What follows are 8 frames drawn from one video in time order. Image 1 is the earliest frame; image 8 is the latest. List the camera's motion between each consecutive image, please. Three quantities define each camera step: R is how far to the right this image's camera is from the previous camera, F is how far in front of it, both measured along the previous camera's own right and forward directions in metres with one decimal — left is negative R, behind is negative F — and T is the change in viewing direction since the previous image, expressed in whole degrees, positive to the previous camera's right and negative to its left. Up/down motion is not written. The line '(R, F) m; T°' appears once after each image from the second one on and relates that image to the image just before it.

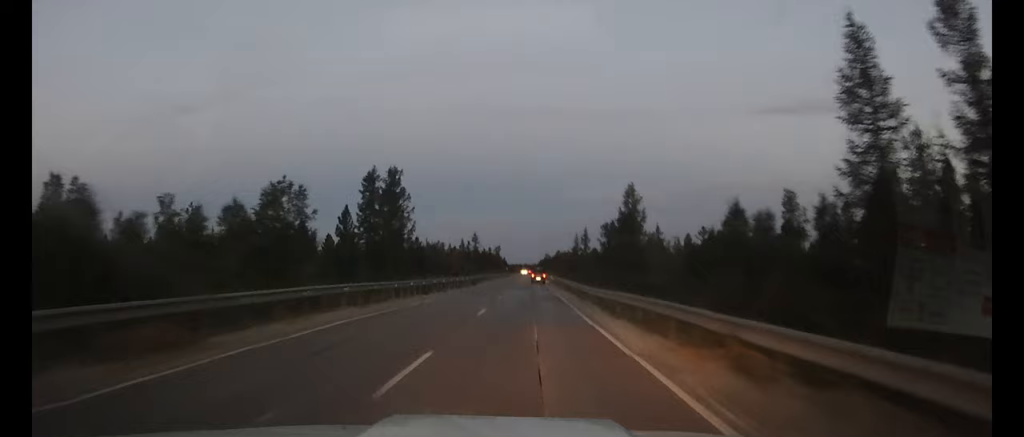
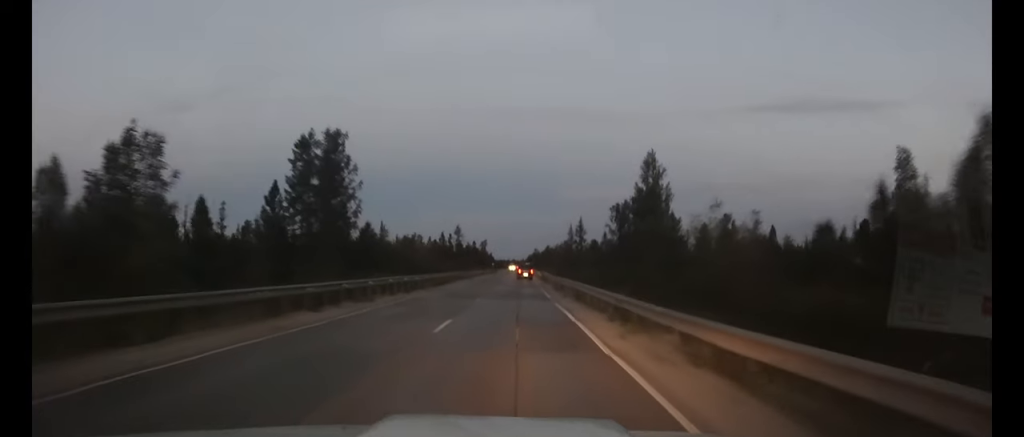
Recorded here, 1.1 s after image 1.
(0.0, +18.3) m; 0°
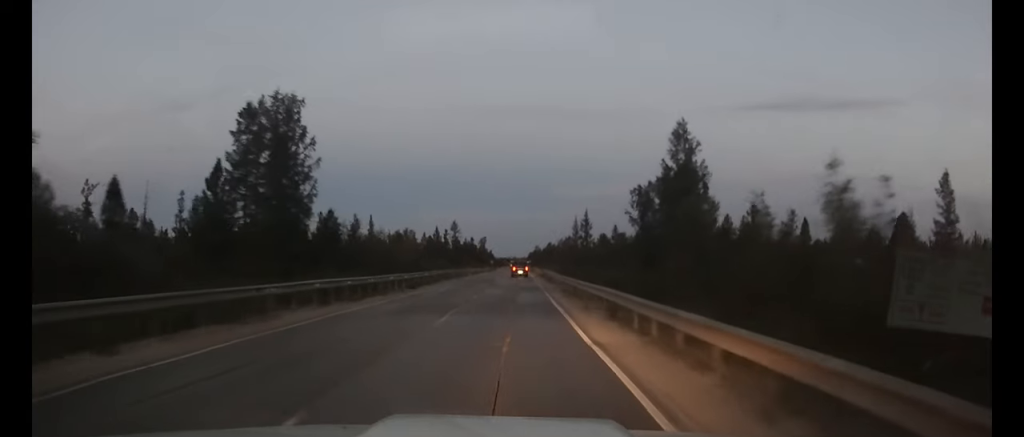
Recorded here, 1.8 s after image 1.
(+0.1, +11.6) m; 0°
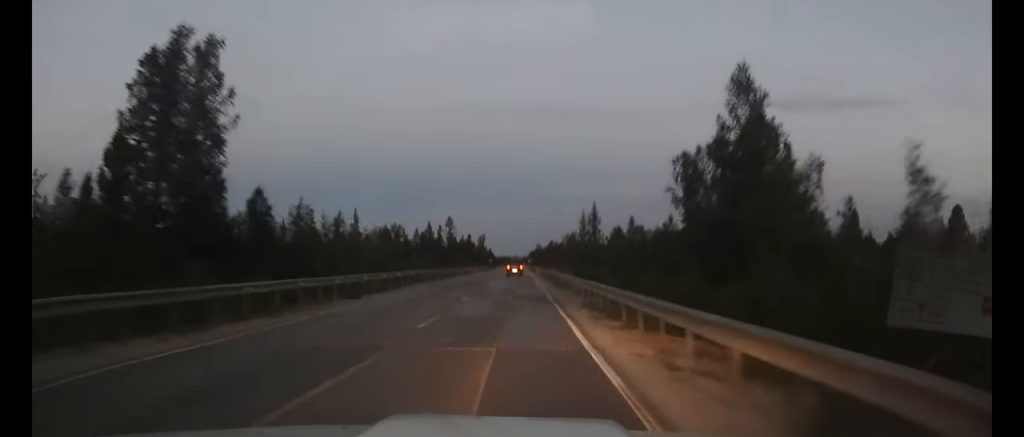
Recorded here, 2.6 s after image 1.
(0.0, +13.8) m; 0°
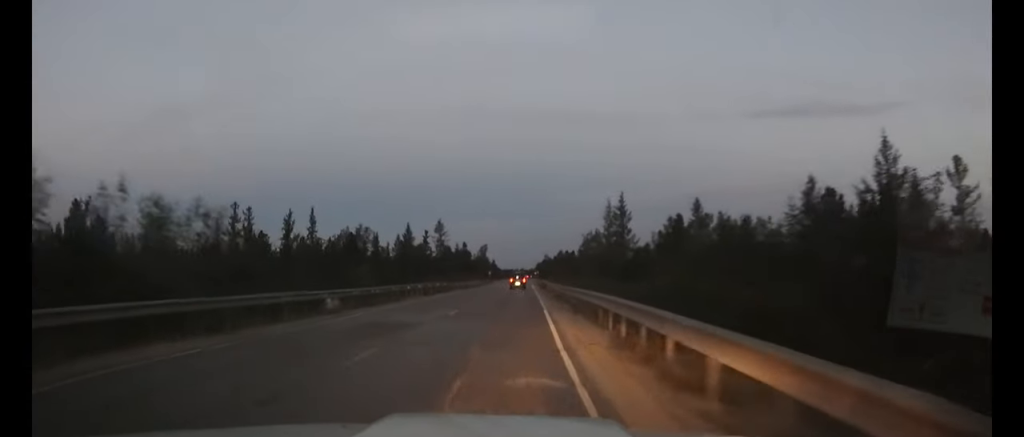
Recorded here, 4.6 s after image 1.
(+0.2, +29.7) m; 0°
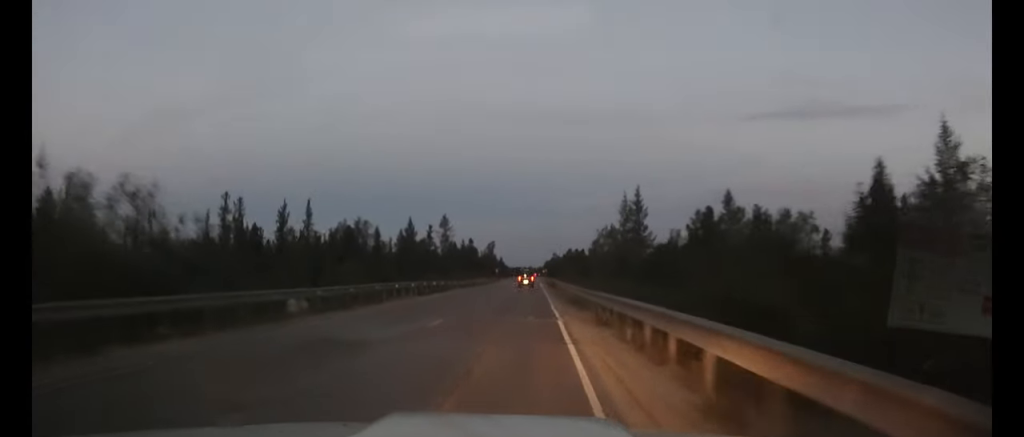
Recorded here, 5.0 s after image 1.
(0.0, +5.7) m; 0°
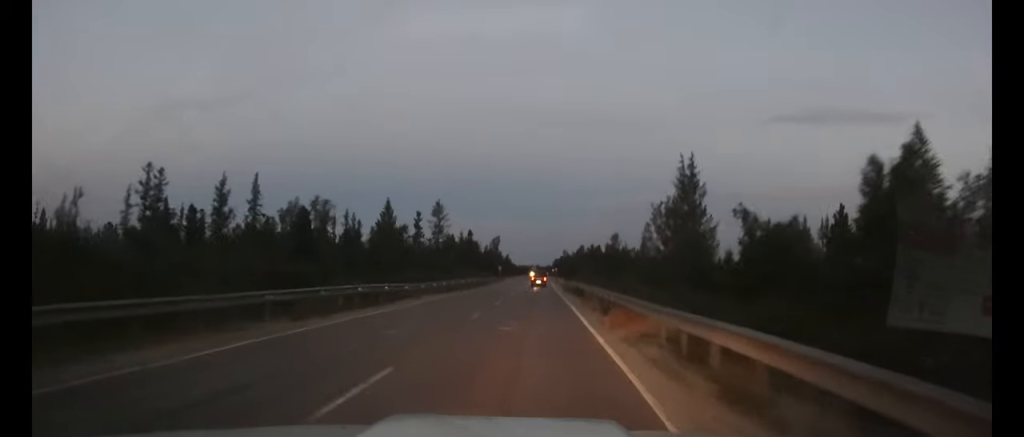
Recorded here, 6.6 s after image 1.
(-0.5, +21.8) m; -2°
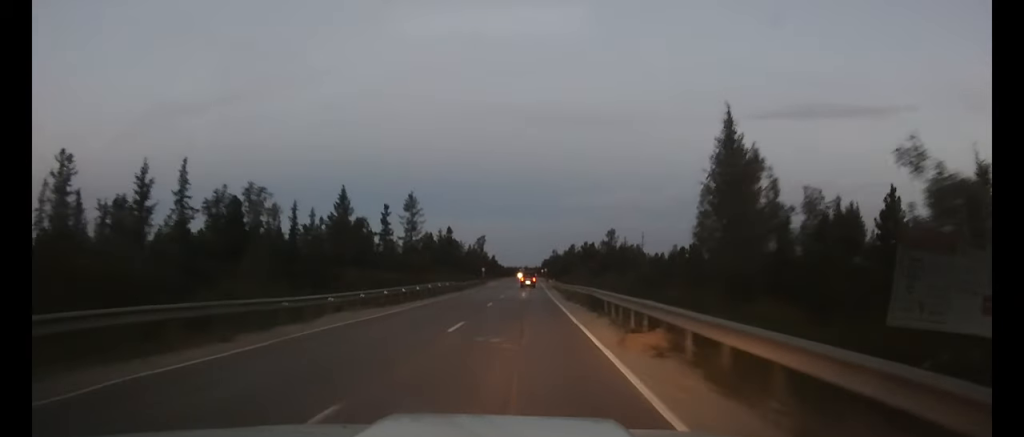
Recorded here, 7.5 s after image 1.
(0.0, +14.0) m; 0°
